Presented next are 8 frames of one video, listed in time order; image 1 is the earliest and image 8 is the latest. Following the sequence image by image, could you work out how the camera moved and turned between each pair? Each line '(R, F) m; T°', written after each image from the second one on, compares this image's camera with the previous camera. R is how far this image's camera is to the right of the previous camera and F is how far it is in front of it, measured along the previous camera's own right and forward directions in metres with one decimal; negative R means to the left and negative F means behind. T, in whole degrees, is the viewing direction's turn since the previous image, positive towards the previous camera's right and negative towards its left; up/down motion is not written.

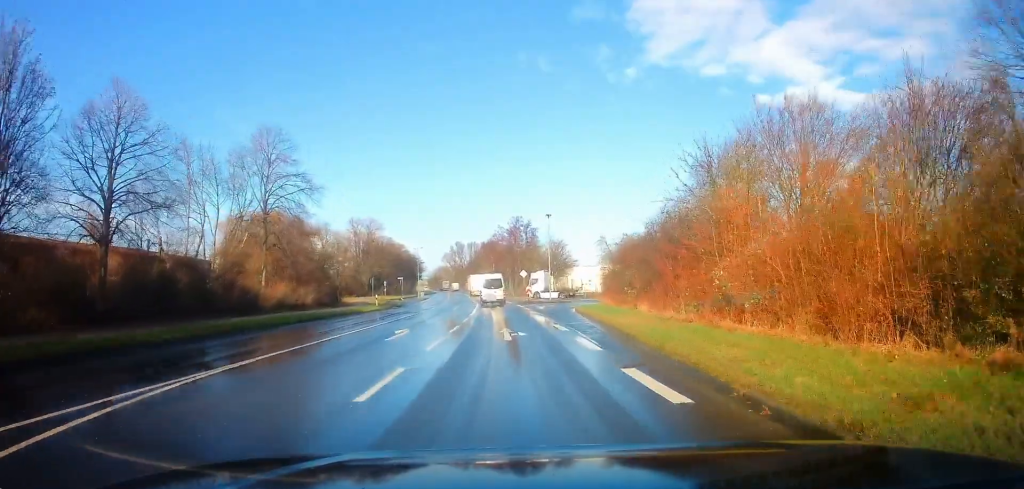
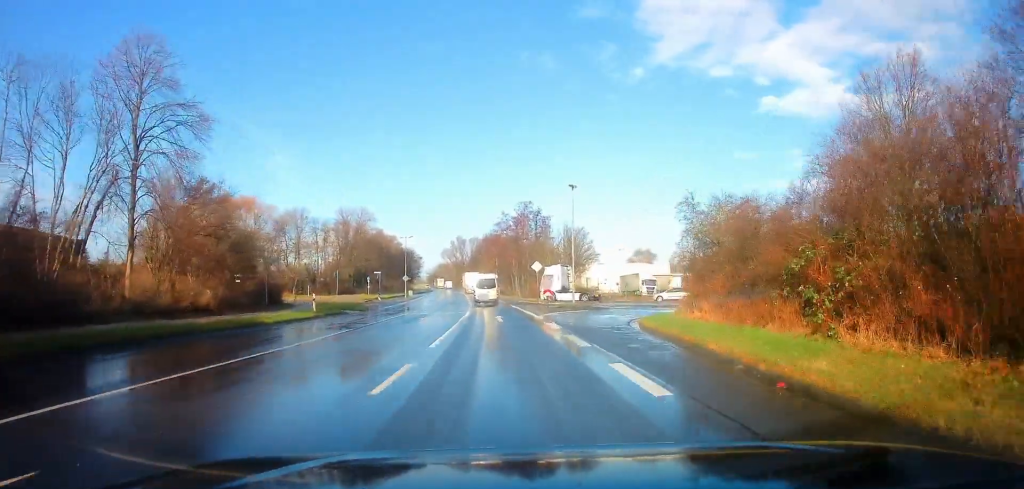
(0.0, +17.5) m; -1°
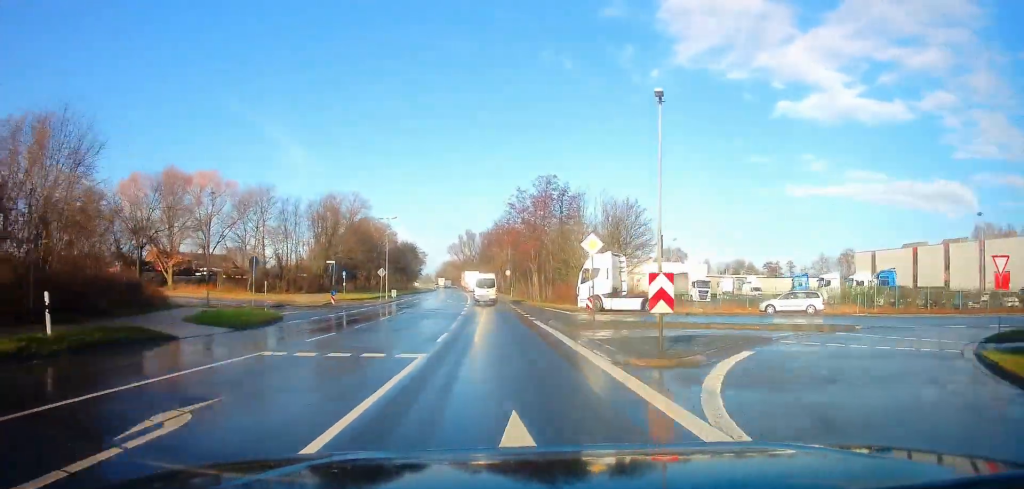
(-0.2, +21.7) m; 0°
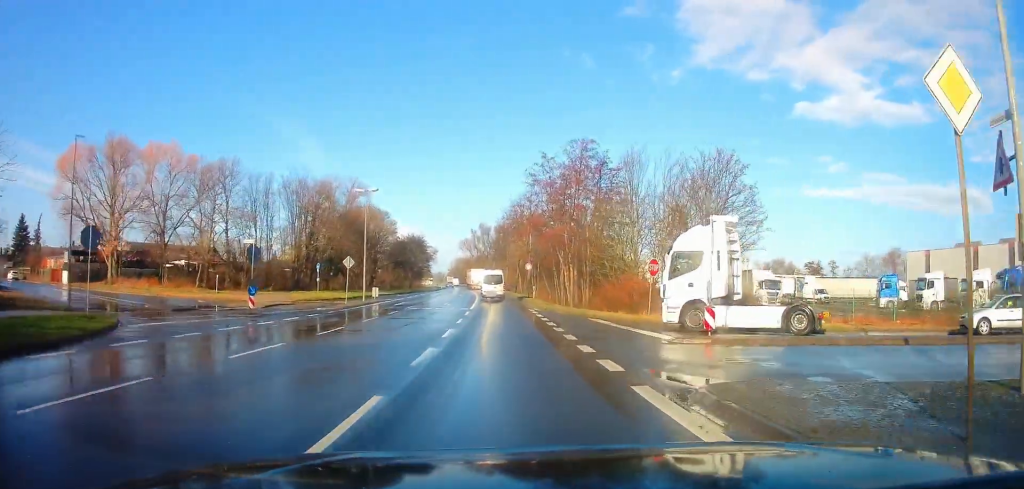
(0.0, +17.0) m; -1°
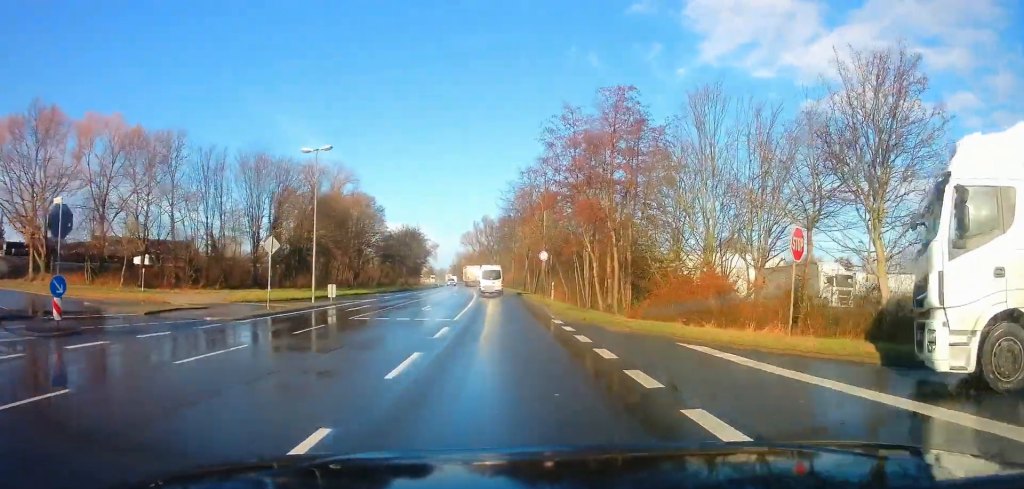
(-0.3, +14.0) m; -1°
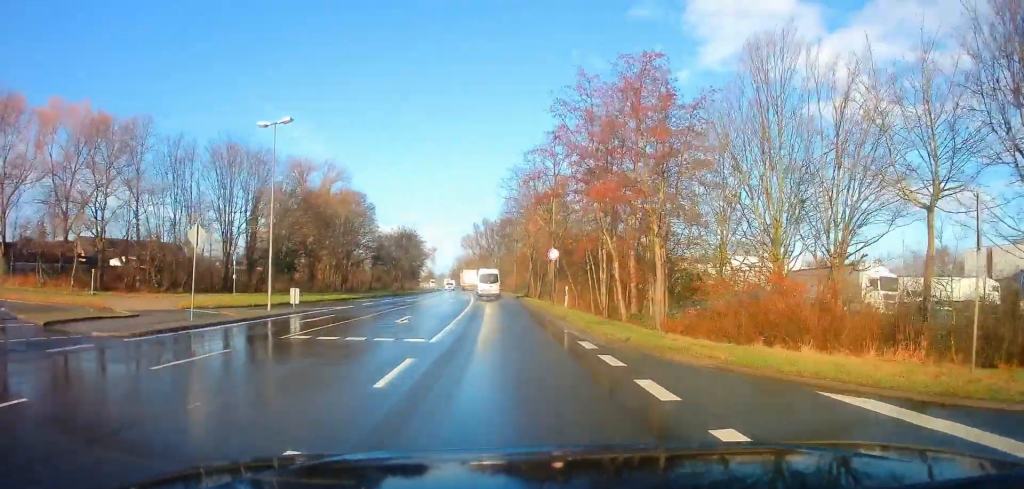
(0.0, +6.8) m; 0°
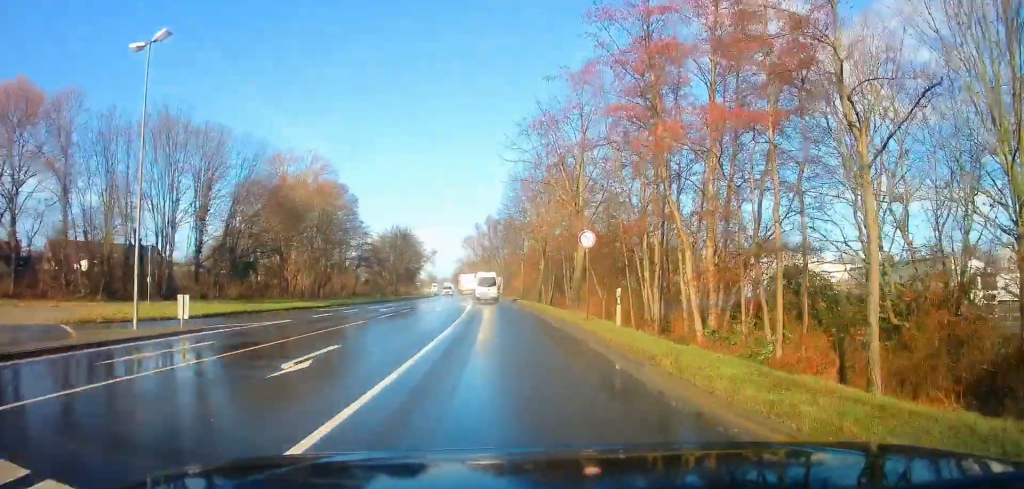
(+0.1, +11.4) m; 0°
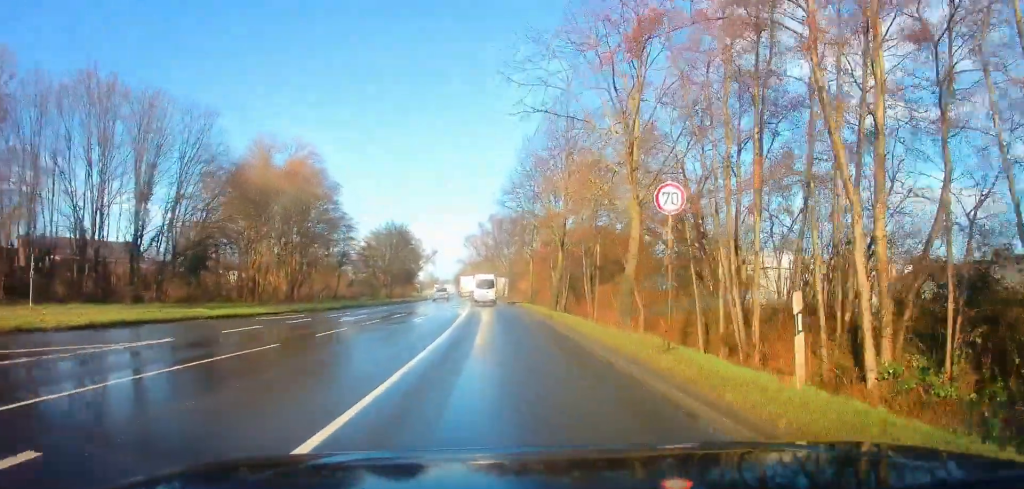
(-0.1, +9.7) m; -1°
